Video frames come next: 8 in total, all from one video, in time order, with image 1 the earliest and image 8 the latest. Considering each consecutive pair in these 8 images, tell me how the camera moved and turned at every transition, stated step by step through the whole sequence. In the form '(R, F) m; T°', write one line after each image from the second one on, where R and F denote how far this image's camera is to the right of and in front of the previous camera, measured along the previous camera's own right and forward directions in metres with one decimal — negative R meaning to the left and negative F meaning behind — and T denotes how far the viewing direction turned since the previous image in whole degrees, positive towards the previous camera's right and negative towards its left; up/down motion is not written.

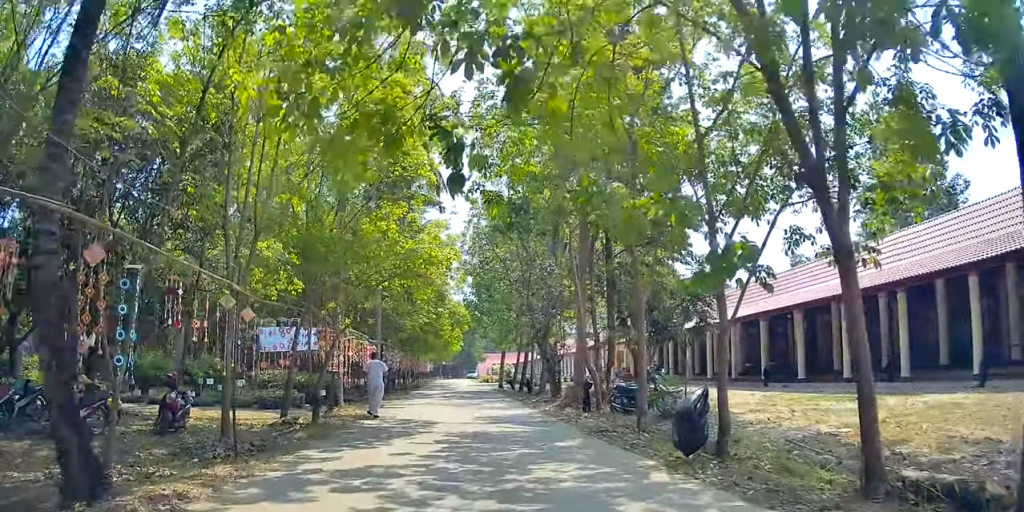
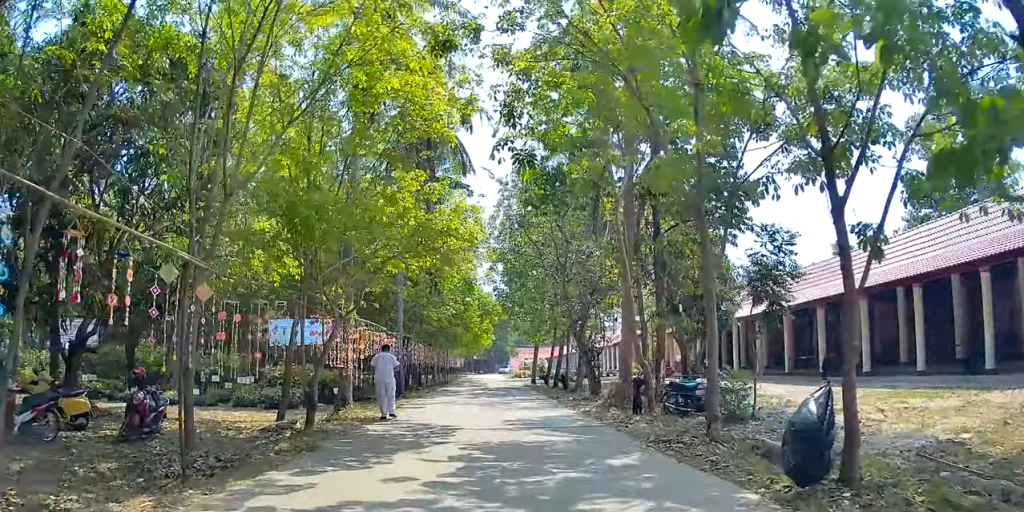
(0.0, +1.4) m; 0°
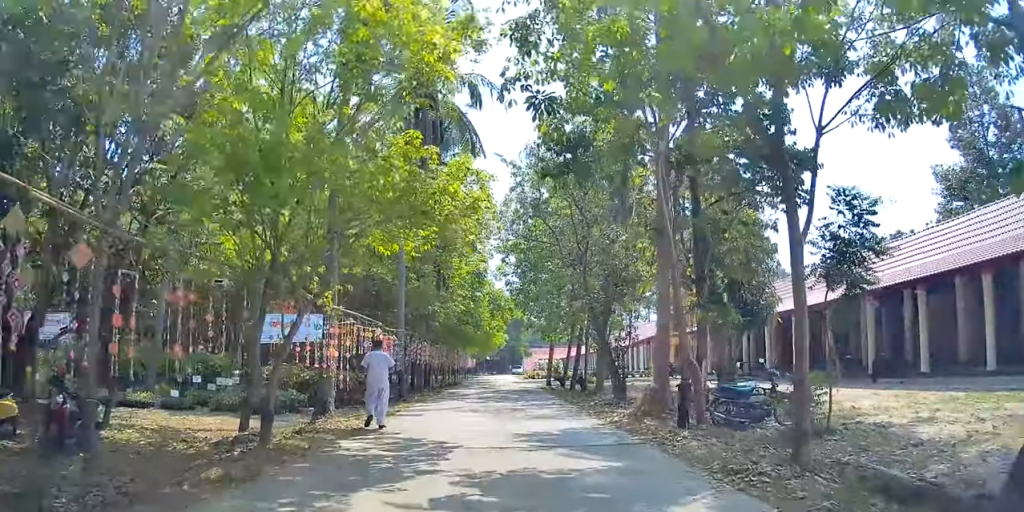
(0.0, +1.2) m; -2°
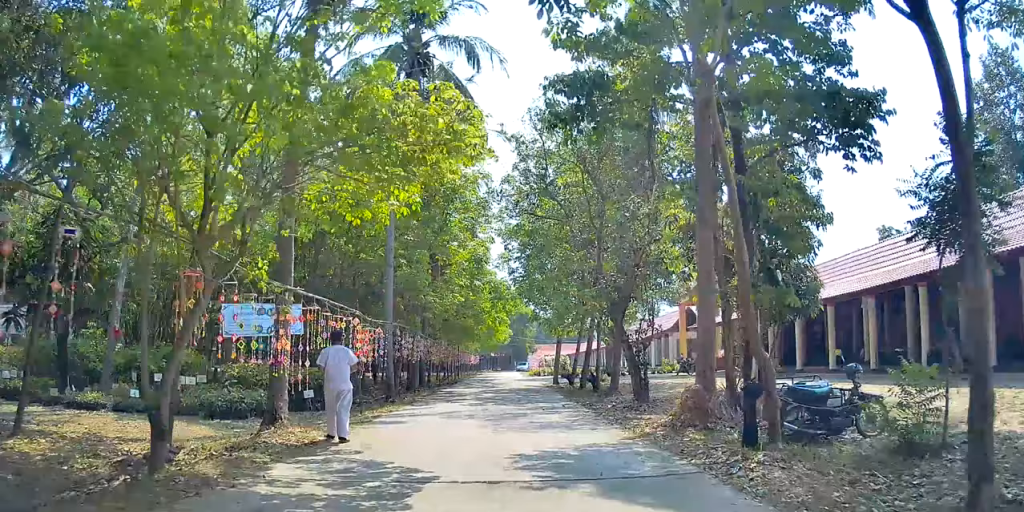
(0.0, +1.2) m; -2°
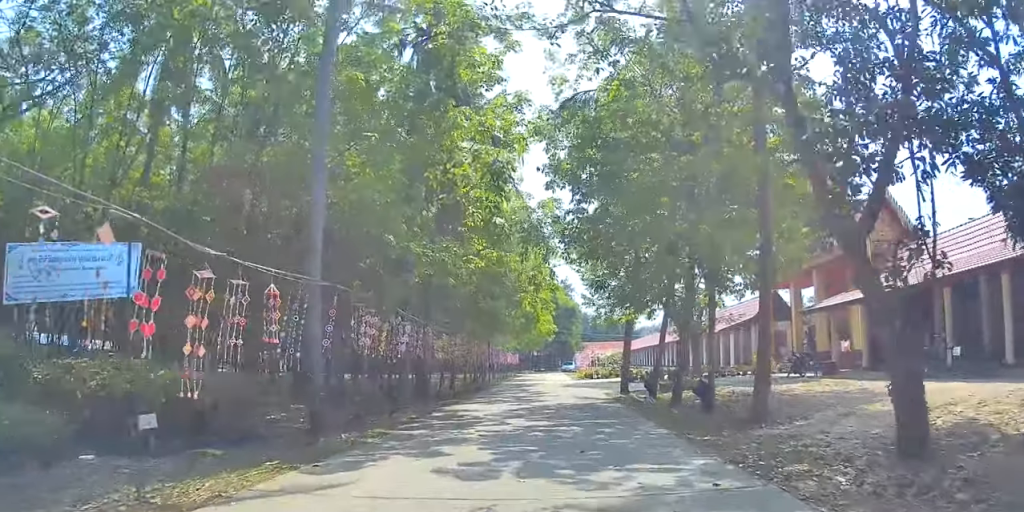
(-0.3, +4.4) m; -7°
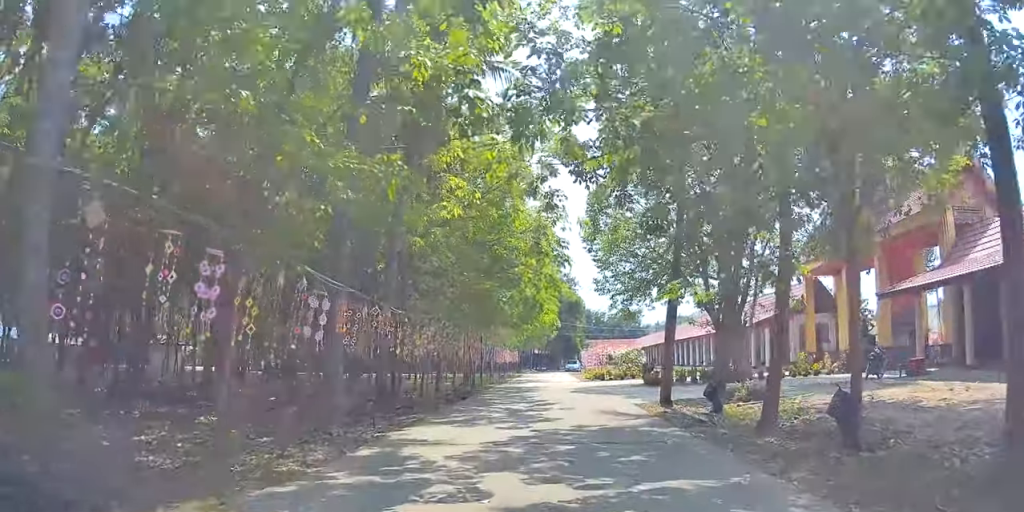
(-0.1, +2.7) m; -4°
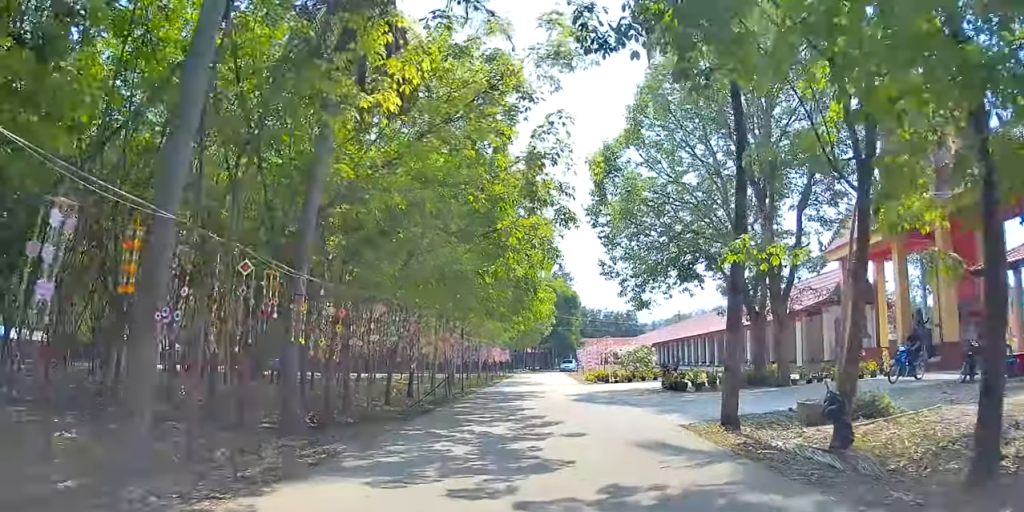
(-0.1, +2.5) m; -4°
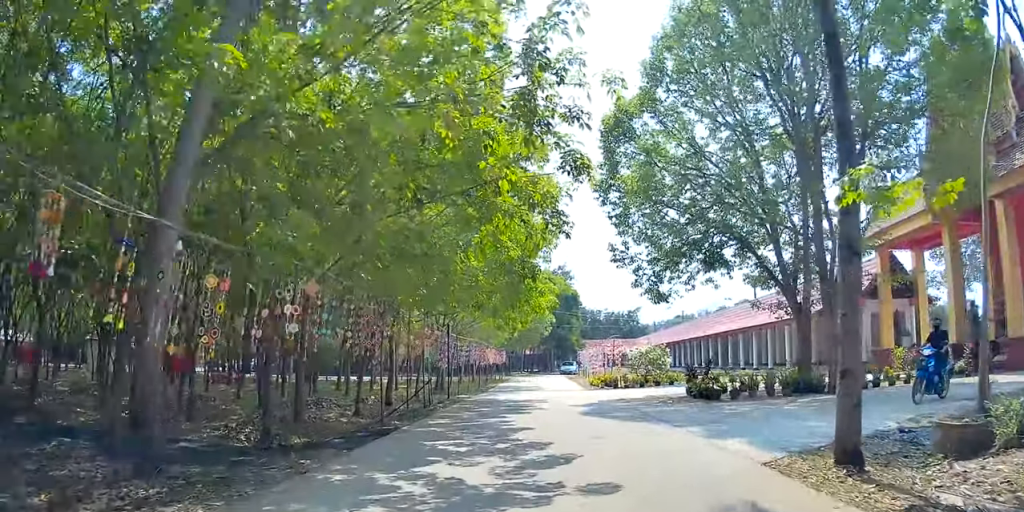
(-0.1, +1.9) m; -3°
